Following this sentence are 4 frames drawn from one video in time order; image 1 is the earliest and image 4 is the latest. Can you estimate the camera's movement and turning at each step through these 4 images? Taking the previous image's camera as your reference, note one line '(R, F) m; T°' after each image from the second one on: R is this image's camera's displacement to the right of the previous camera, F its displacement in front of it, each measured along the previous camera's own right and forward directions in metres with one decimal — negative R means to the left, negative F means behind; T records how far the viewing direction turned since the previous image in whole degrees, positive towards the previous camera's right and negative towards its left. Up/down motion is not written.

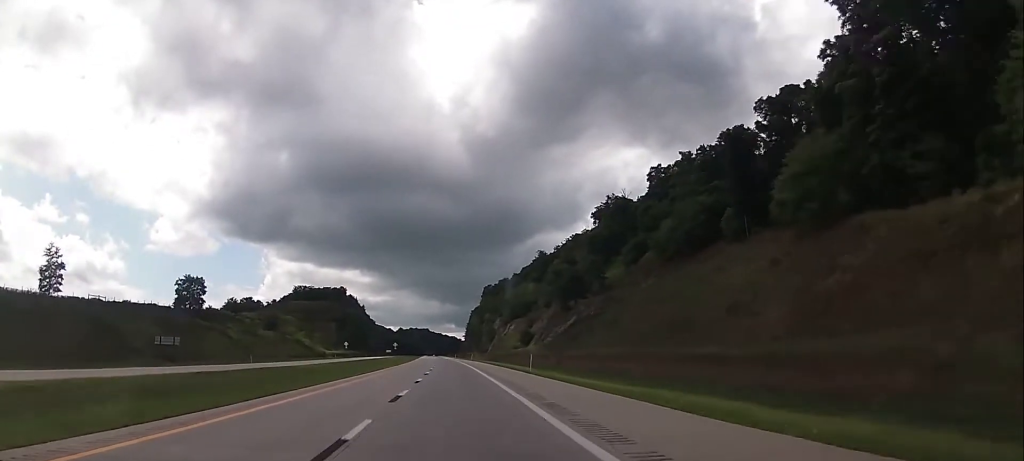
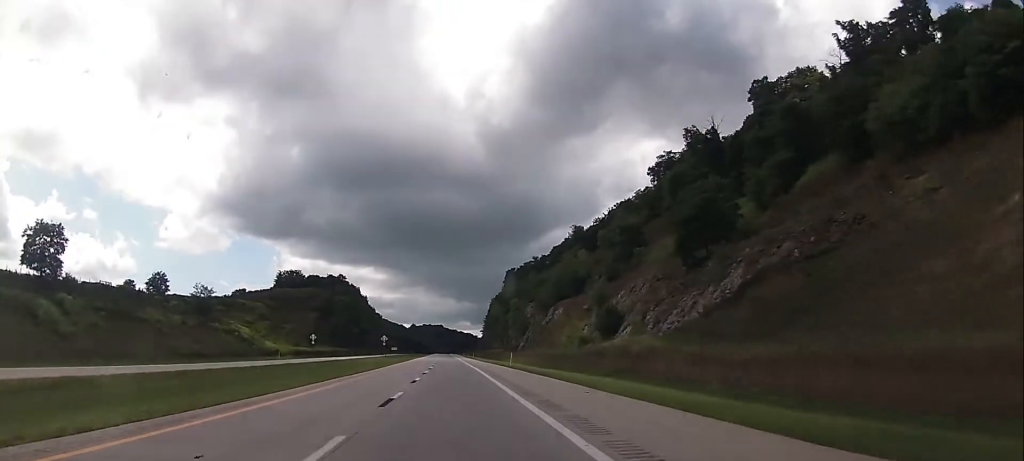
(-0.1, +75.7) m; -1°
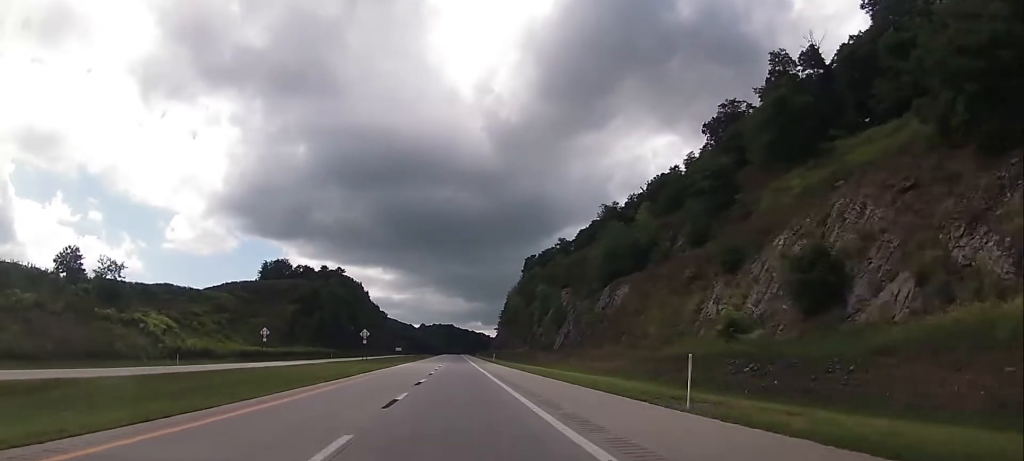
(-0.5, +49.4) m; 0°
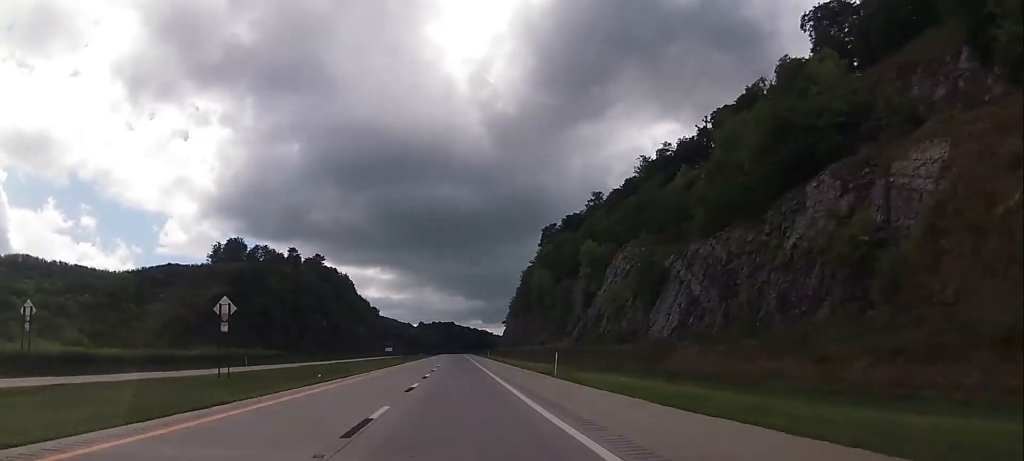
(-0.5, +67.9) m; -2°
